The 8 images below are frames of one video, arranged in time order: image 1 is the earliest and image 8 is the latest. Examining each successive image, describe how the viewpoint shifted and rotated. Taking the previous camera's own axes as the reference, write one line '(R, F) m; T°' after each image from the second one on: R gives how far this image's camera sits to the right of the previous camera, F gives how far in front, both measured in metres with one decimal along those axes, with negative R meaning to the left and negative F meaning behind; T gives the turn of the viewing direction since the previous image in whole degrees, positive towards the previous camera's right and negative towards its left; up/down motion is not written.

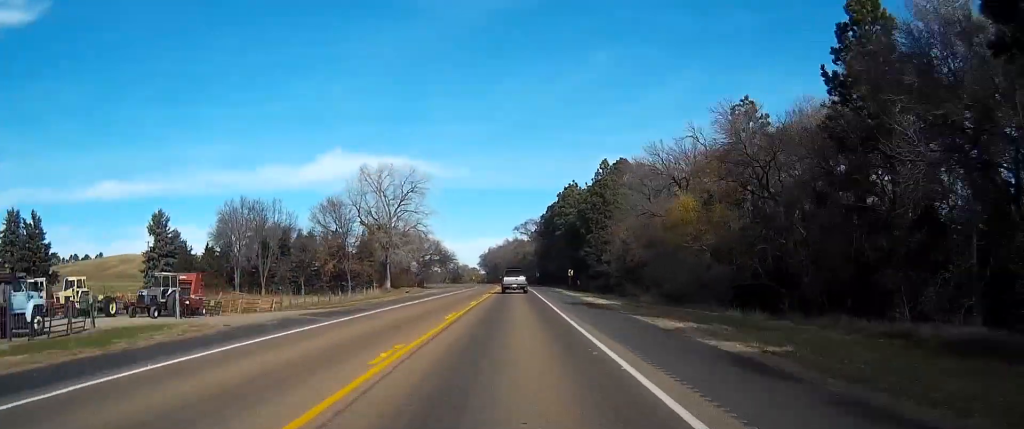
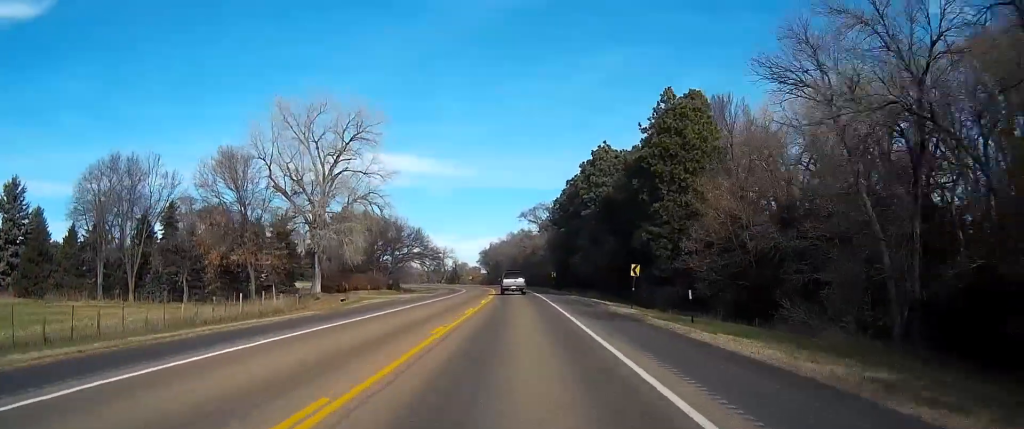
(-0.2, +42.6) m; 0°
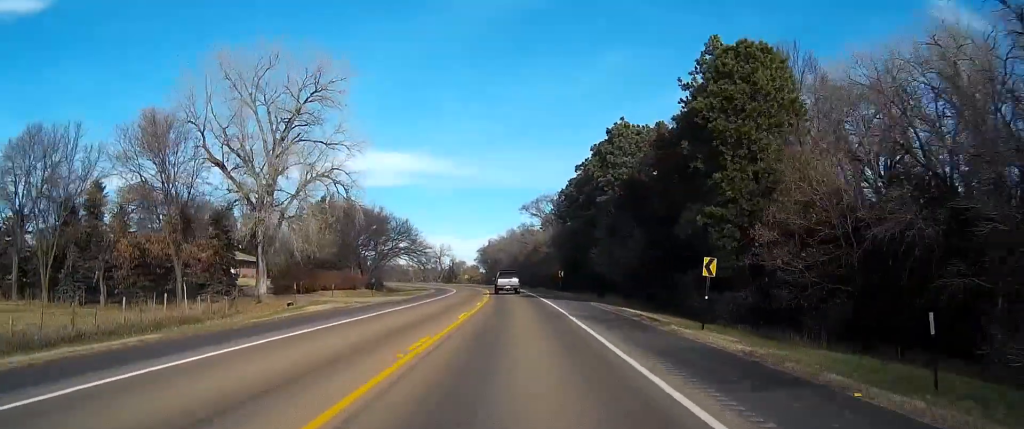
(0.0, +15.6) m; 0°
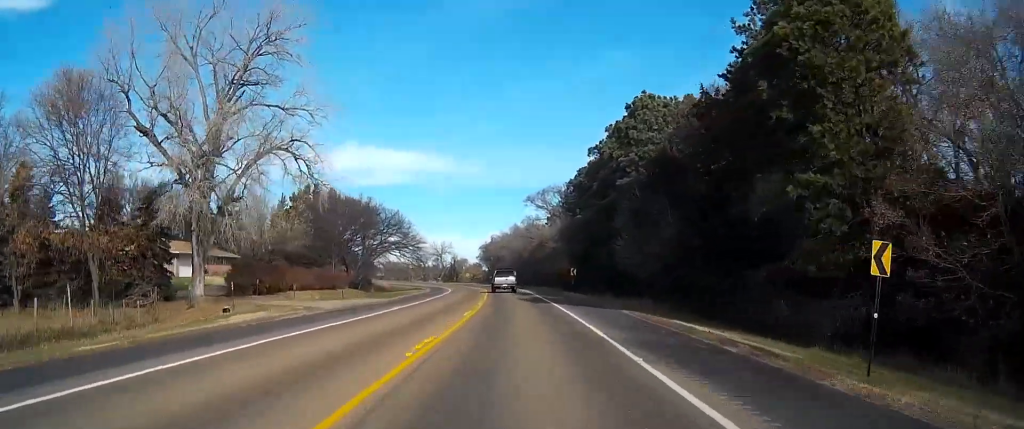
(0.0, +12.2) m; 0°
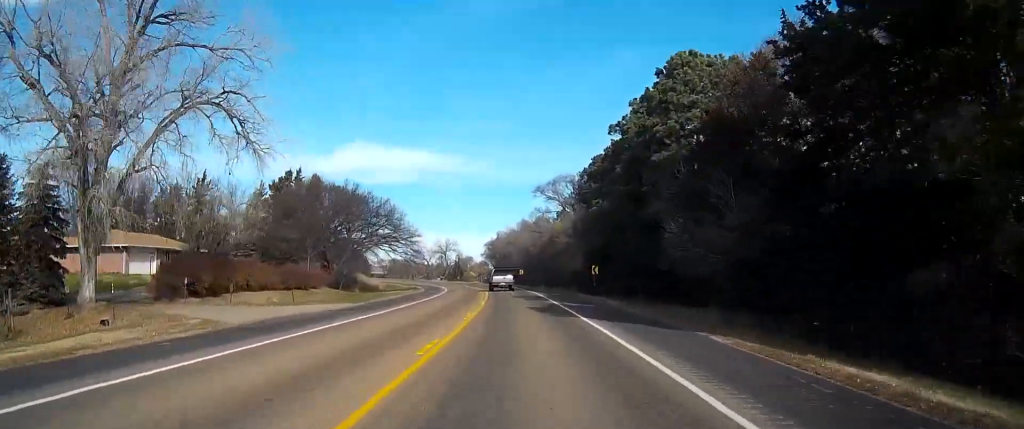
(-0.1, +13.0) m; 0°
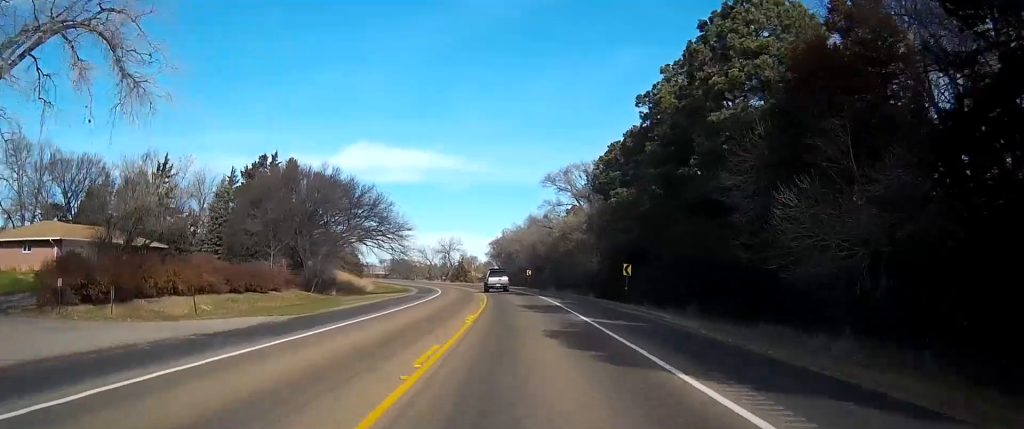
(-0.1, +13.0) m; -1°
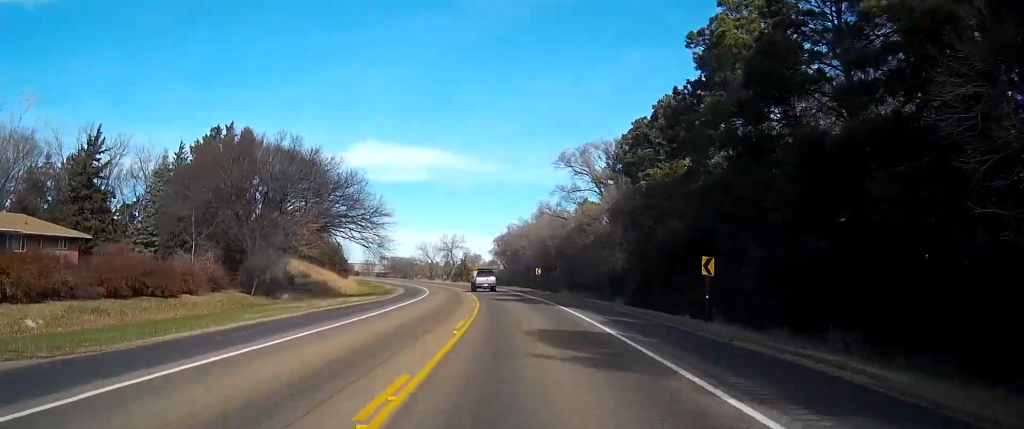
(0.0, +16.4) m; -1°
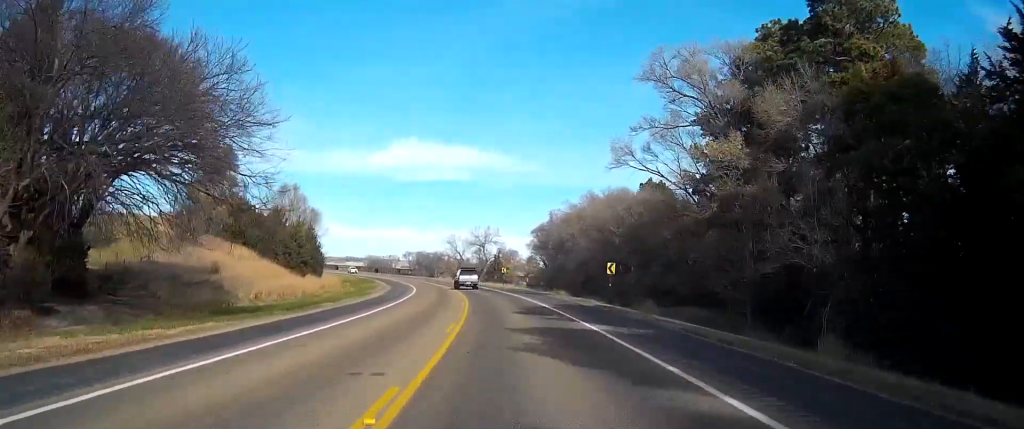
(-1.2, +37.0) m; -3°
